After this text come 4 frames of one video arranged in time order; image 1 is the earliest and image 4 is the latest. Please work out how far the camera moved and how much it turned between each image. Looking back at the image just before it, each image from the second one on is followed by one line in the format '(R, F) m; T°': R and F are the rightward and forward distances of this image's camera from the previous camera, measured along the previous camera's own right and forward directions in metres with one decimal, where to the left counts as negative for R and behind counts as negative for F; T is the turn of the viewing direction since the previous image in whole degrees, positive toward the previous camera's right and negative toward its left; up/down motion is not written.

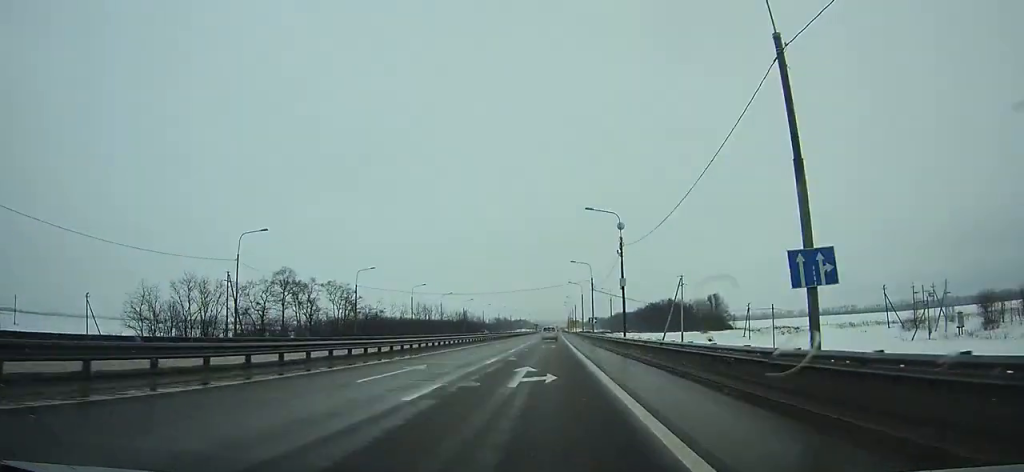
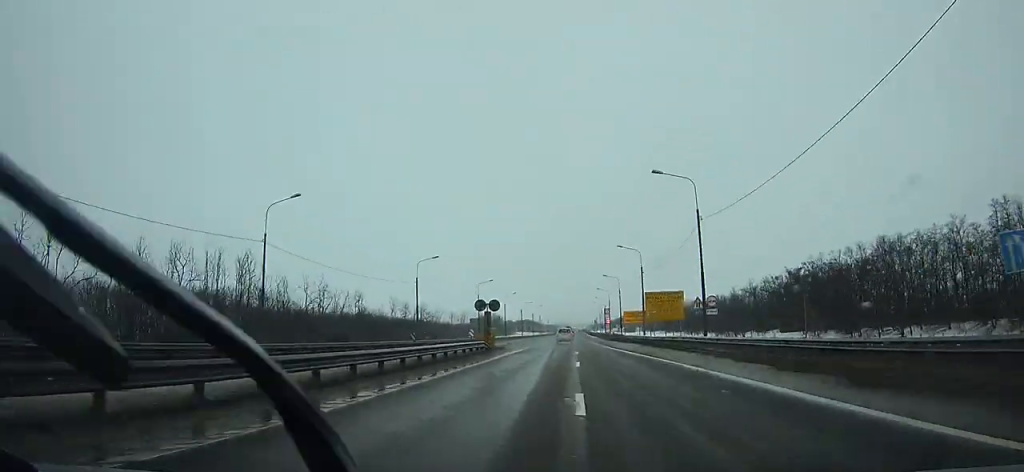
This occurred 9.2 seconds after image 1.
(-2.8, +201.9) m; -1°
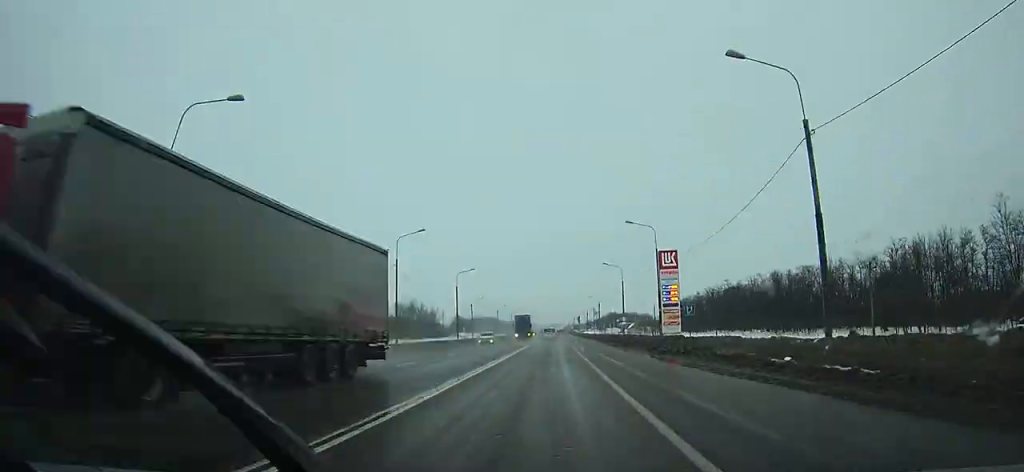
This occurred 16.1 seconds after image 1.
(+3.4, +153.6) m; +18°
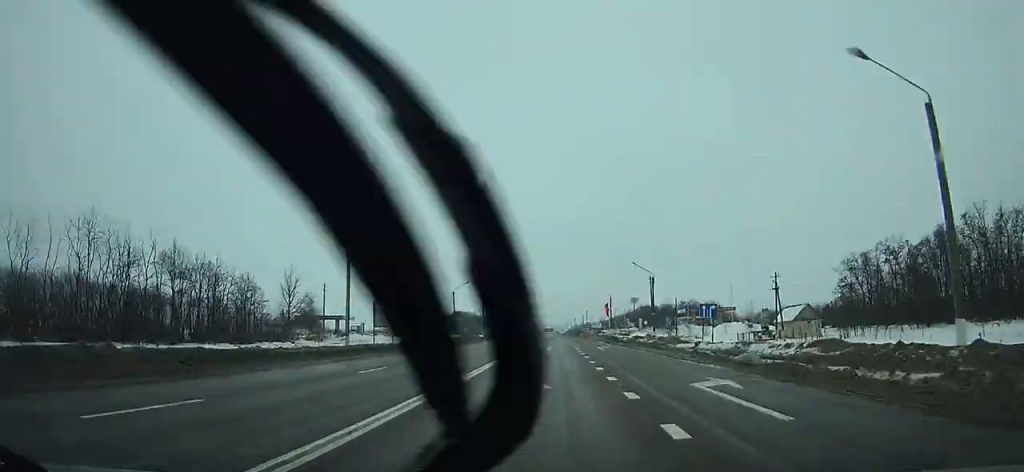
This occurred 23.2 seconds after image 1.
(-36.6, +139.2) m; -26°
